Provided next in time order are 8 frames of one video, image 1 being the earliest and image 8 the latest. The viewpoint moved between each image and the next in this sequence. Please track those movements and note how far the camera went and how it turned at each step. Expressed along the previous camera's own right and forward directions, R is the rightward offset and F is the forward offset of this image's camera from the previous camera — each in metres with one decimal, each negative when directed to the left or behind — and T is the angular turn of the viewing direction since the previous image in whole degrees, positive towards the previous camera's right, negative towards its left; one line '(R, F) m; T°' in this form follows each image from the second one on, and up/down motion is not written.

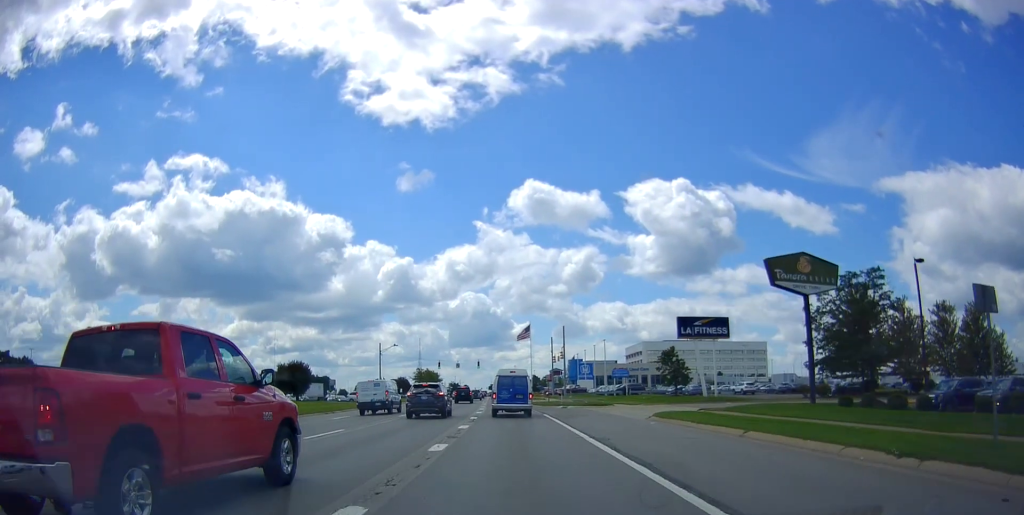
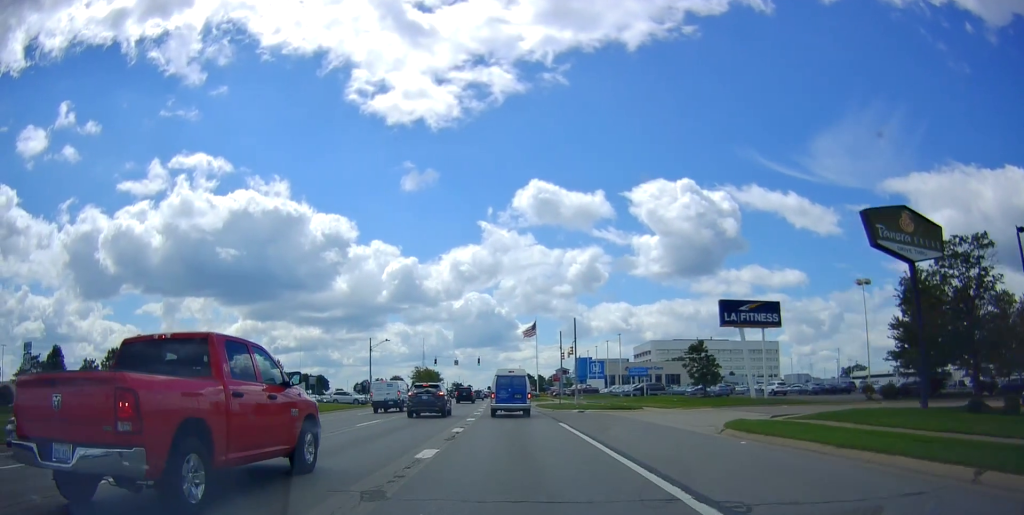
(-0.2, +8.4) m; -1°
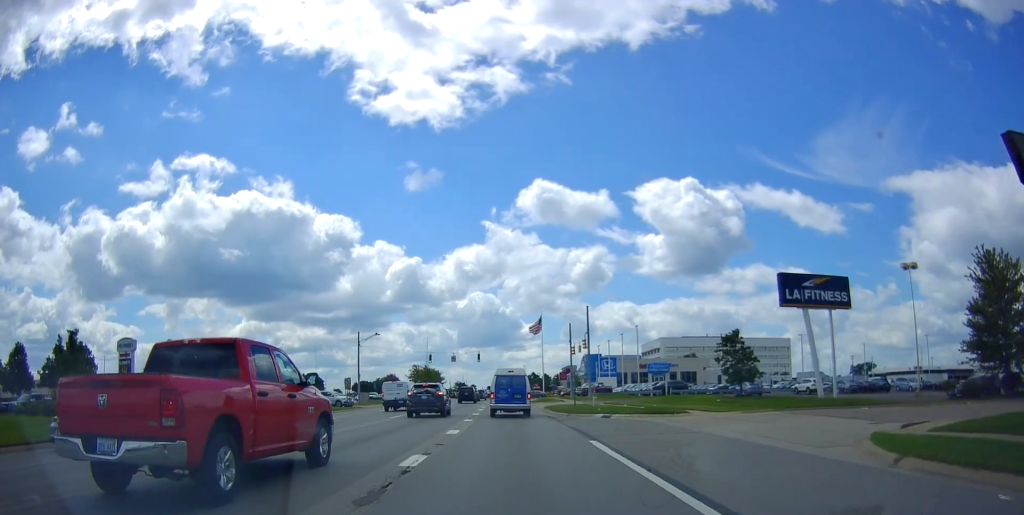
(0.0, +8.1) m; 0°
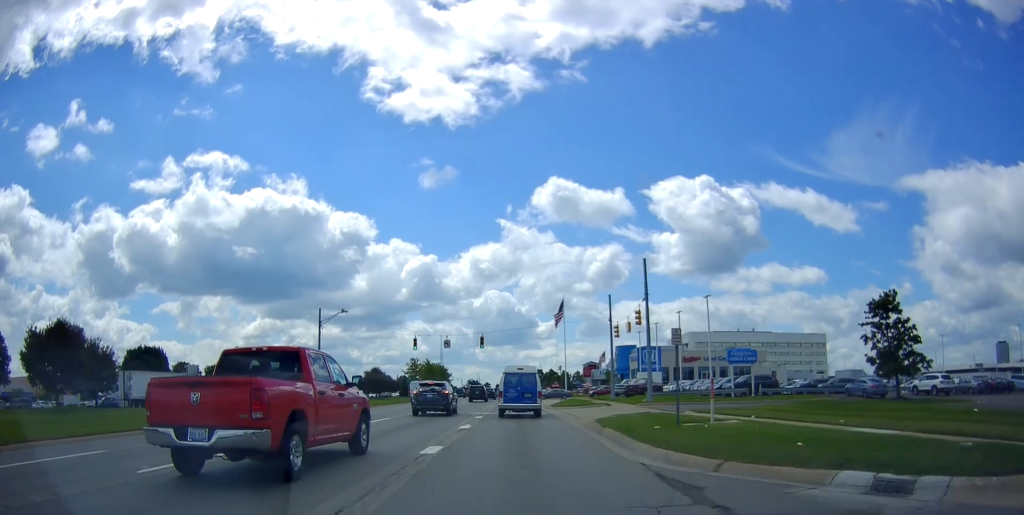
(0.0, +20.3) m; 0°
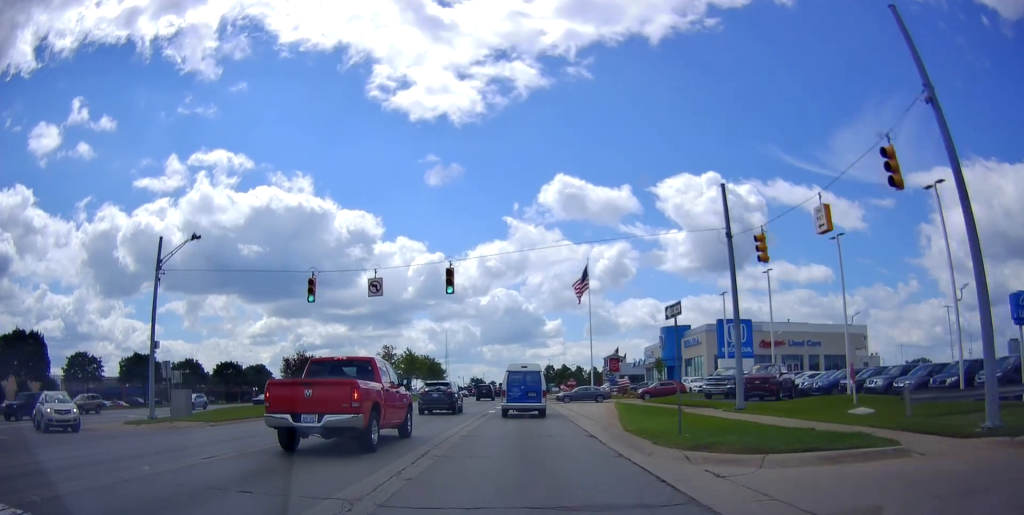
(0.0, +31.2) m; -3°
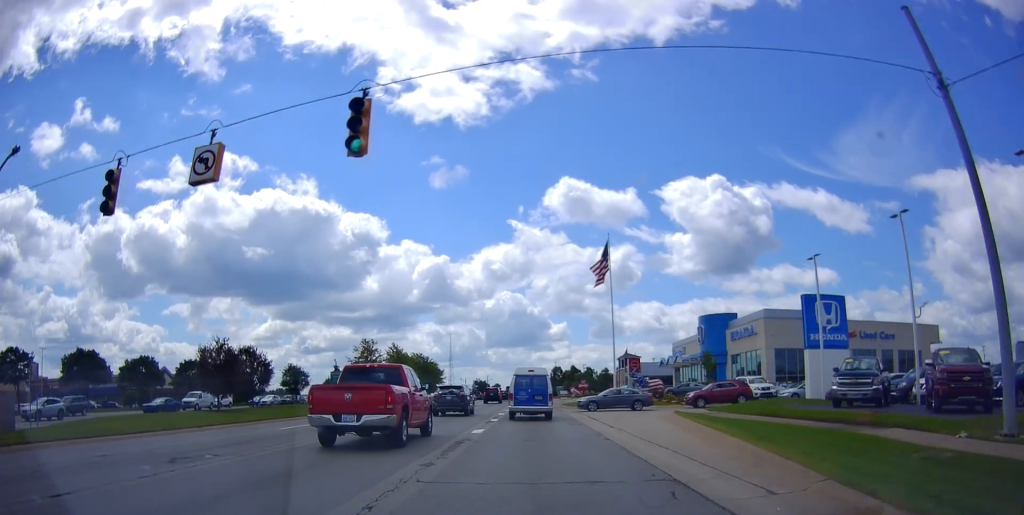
(-0.8, +16.3) m; 0°
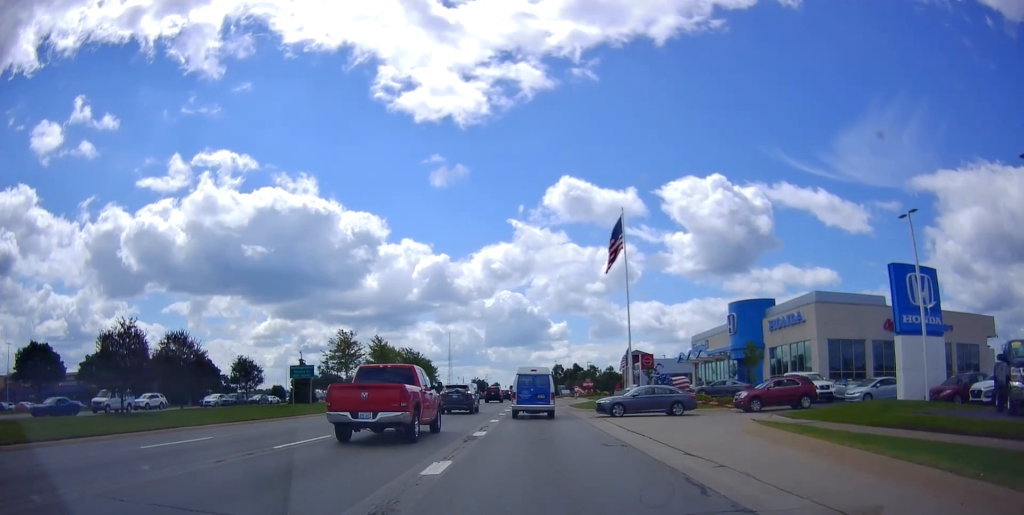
(+0.5, +10.2) m; +2°
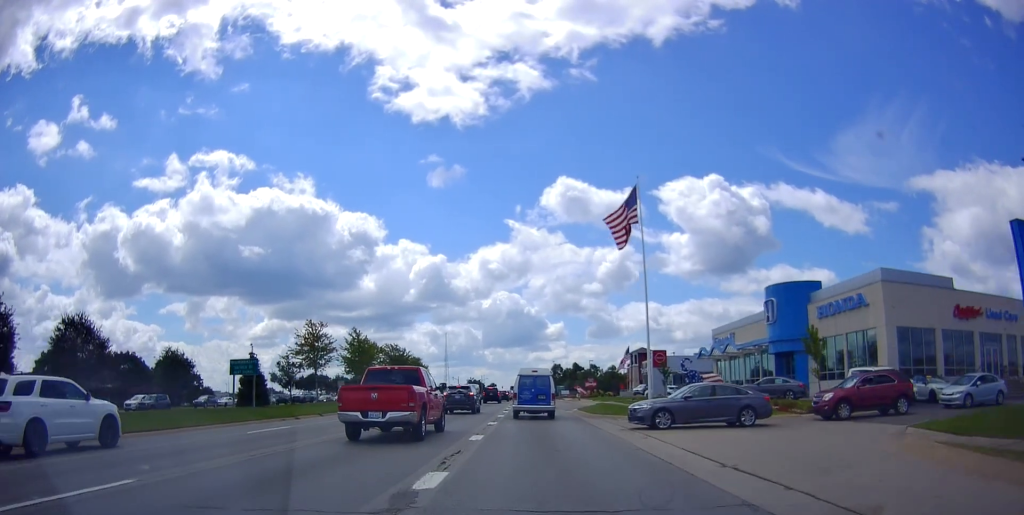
(+0.2, +9.6) m; +1°
